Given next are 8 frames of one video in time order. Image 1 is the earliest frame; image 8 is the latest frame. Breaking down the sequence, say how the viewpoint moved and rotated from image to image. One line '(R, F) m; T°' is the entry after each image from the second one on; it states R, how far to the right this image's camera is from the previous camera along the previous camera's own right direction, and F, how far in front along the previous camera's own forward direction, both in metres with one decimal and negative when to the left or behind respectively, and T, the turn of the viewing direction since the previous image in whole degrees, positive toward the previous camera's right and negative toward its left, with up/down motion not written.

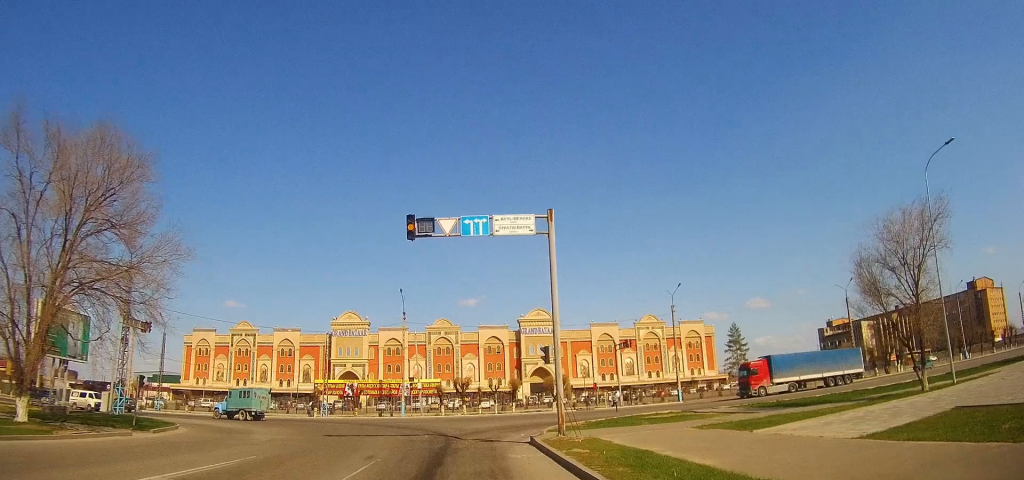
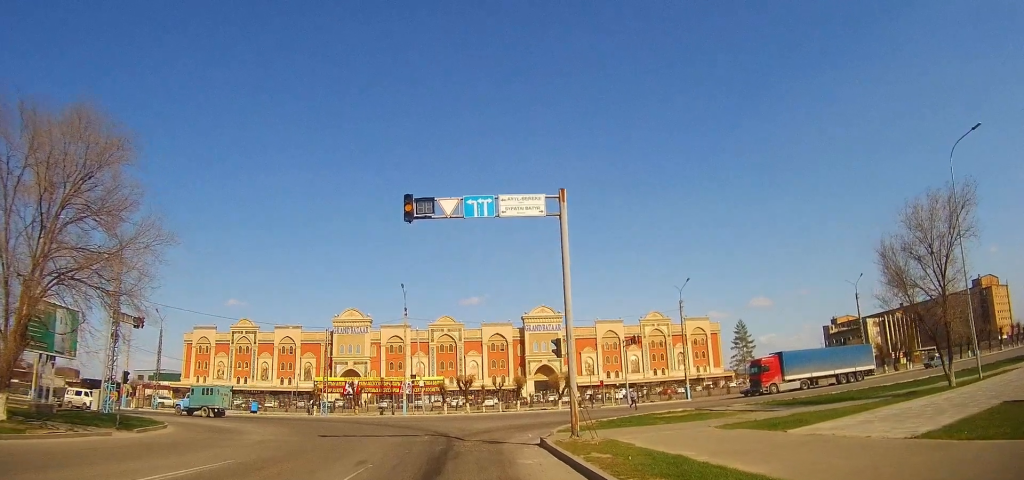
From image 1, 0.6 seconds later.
(0.0, +1.7) m; -1°
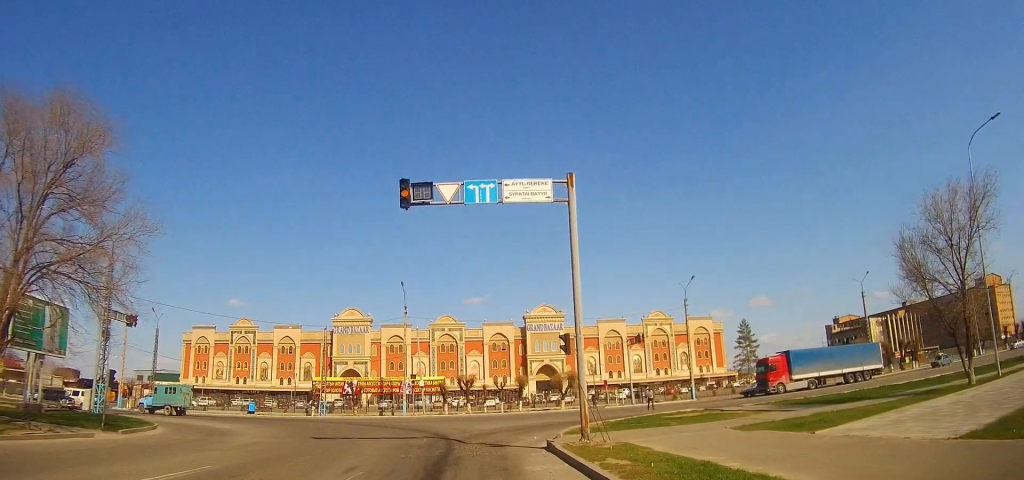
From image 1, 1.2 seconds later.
(0.0, +1.4) m; -1°
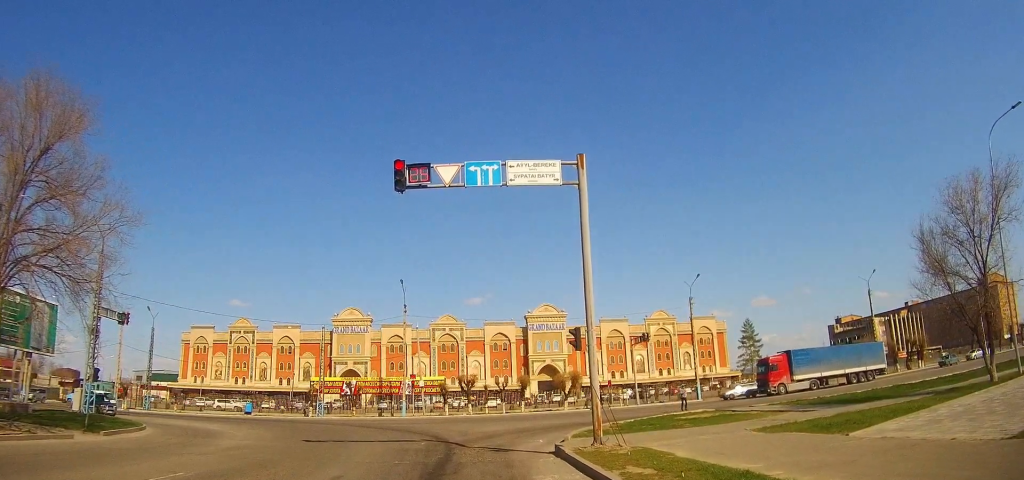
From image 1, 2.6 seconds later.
(0.0, +1.7) m; 0°
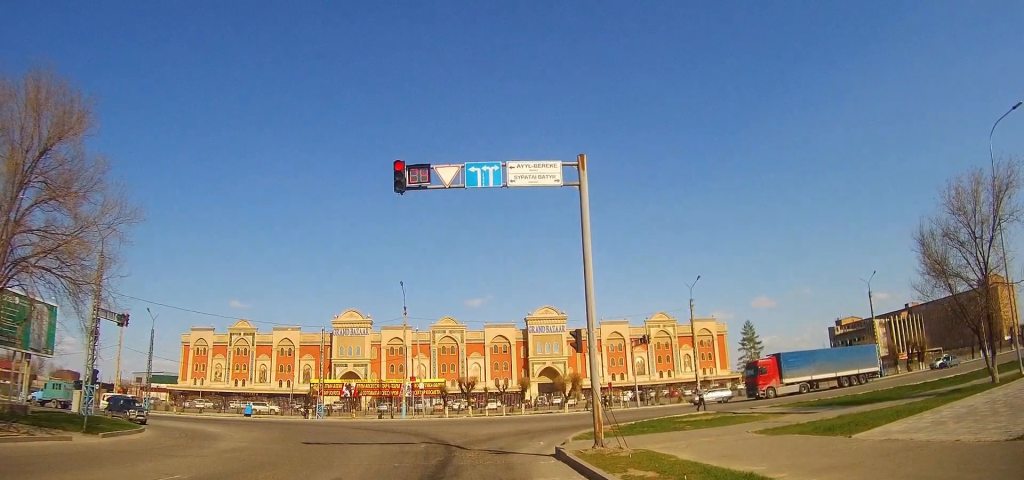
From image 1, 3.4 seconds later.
(+0.1, +0.4) m; 0°
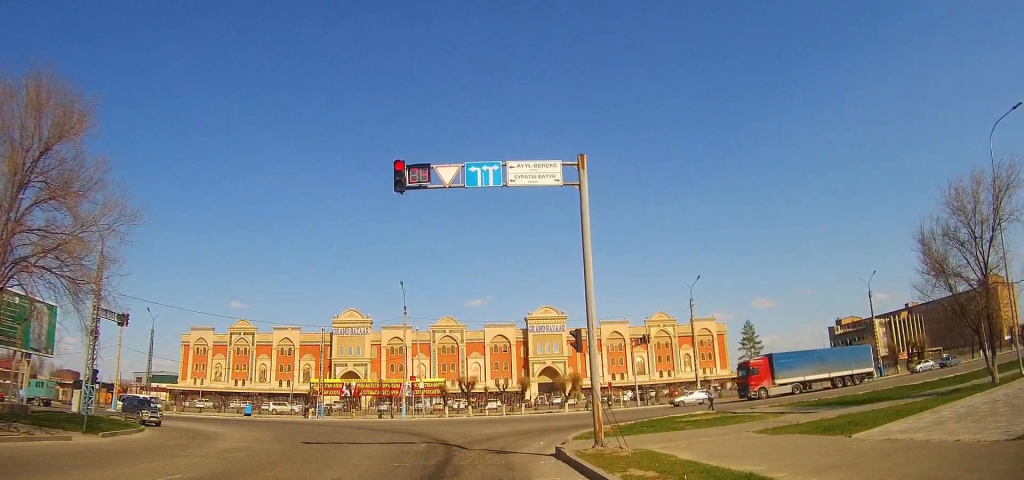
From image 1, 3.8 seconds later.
(0.0, -0.1) m; 0°
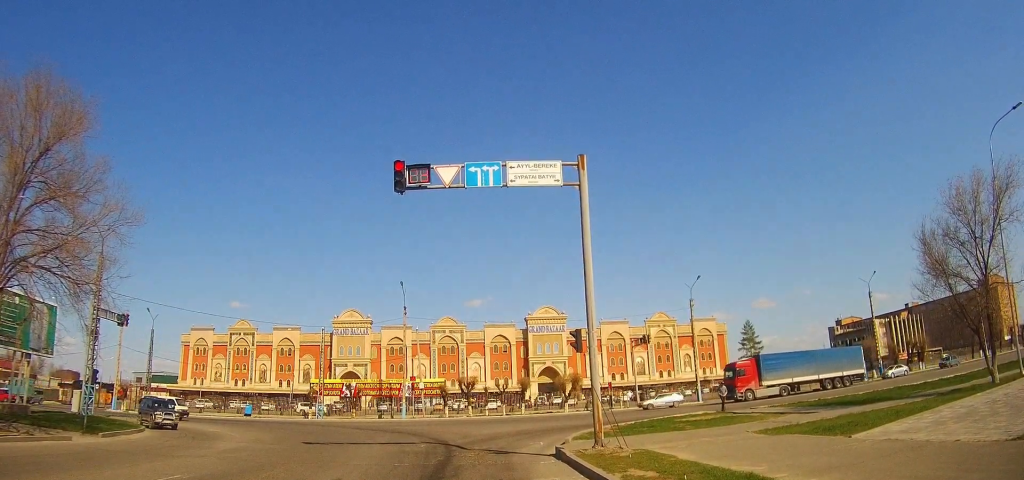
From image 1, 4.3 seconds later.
(0.0, -0.1) m; 0°
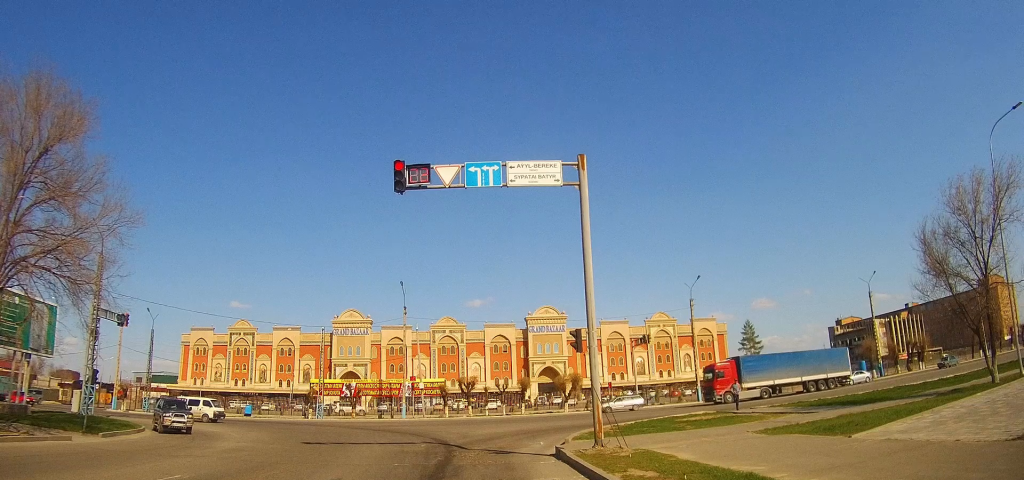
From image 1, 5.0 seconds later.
(0.0, 0.0) m; 0°
